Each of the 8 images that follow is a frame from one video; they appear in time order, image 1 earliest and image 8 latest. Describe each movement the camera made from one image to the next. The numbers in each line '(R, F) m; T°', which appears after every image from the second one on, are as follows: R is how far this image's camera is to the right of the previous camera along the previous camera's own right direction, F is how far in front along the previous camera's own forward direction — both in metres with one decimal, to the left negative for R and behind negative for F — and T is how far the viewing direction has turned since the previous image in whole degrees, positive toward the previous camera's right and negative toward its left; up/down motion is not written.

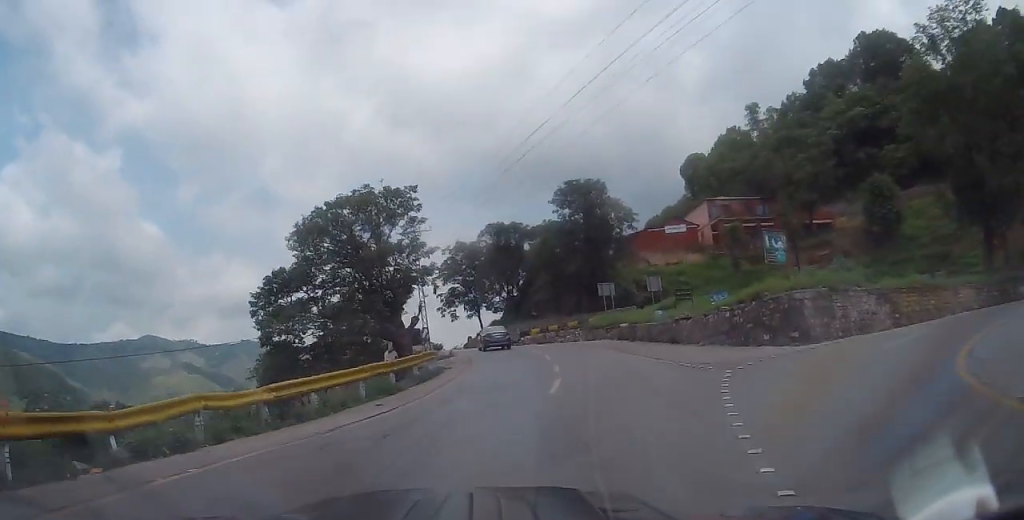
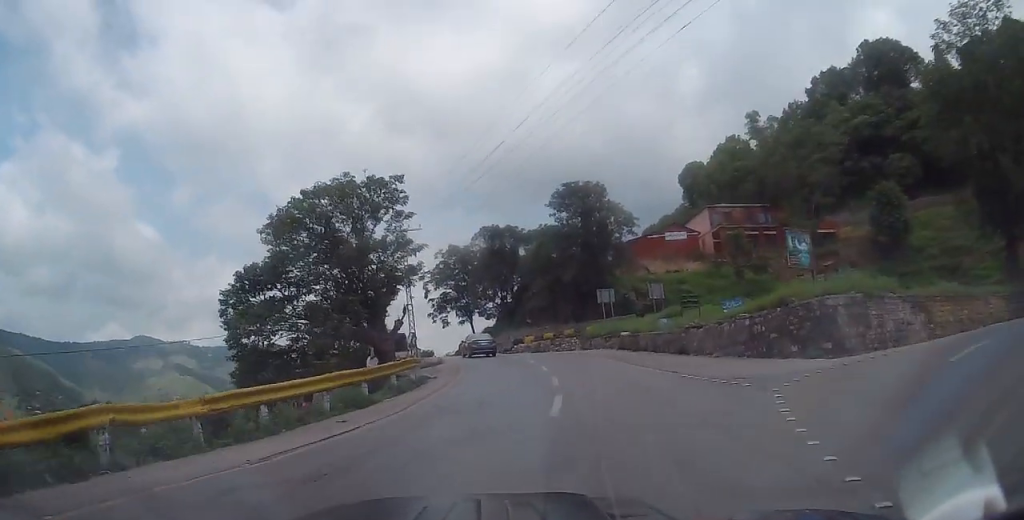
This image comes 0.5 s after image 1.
(+0.1, +2.6) m; +2°
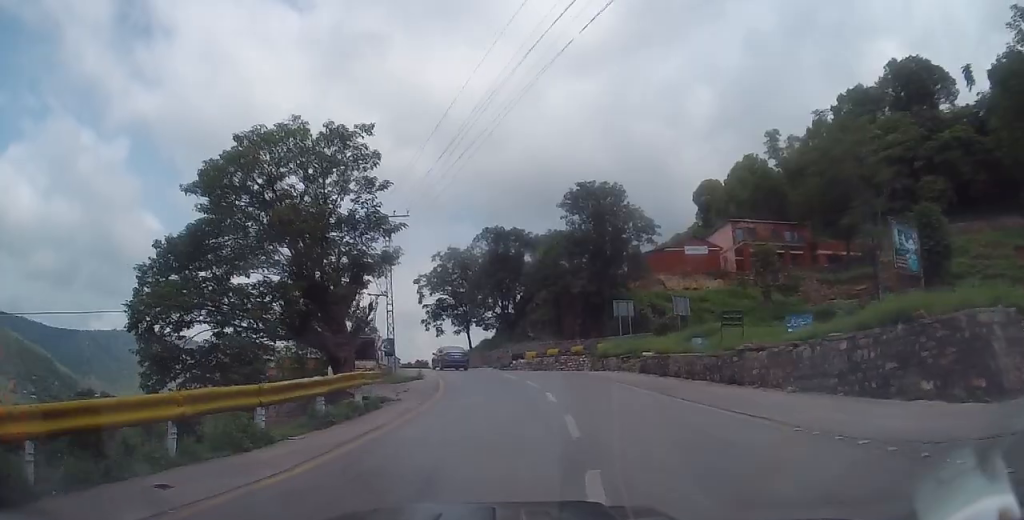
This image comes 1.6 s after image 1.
(-0.1, +6.6) m; -1°
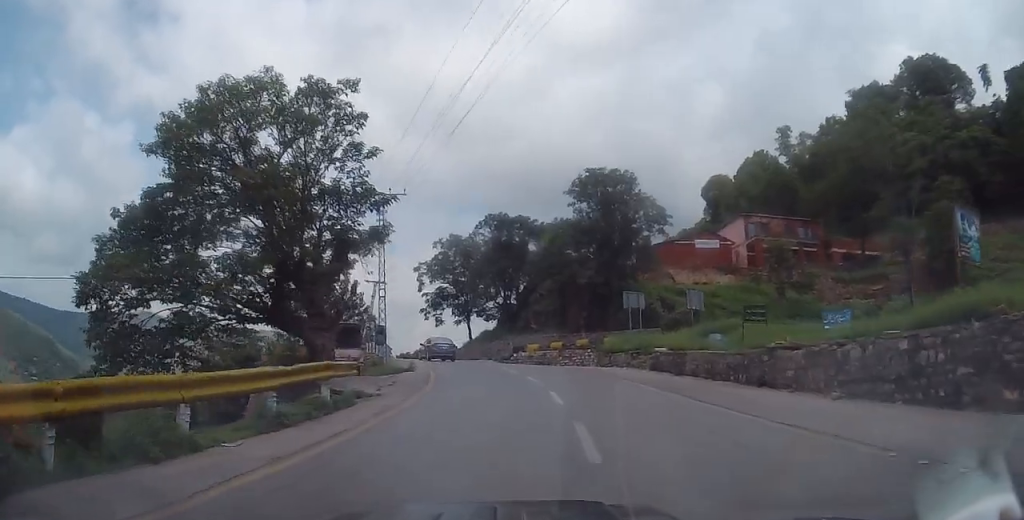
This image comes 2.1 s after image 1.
(+0.2, +2.6) m; -2°
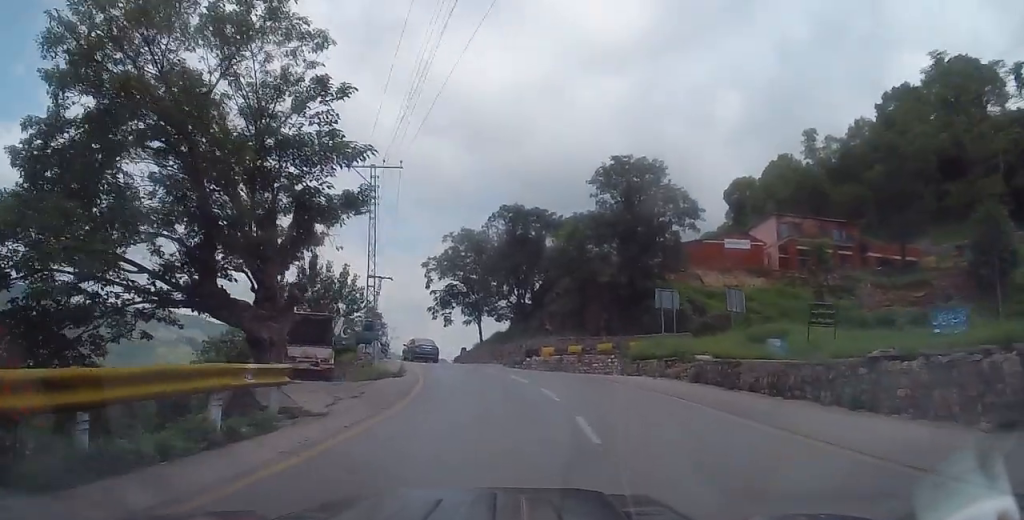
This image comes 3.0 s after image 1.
(-0.4, +5.0) m; -4°
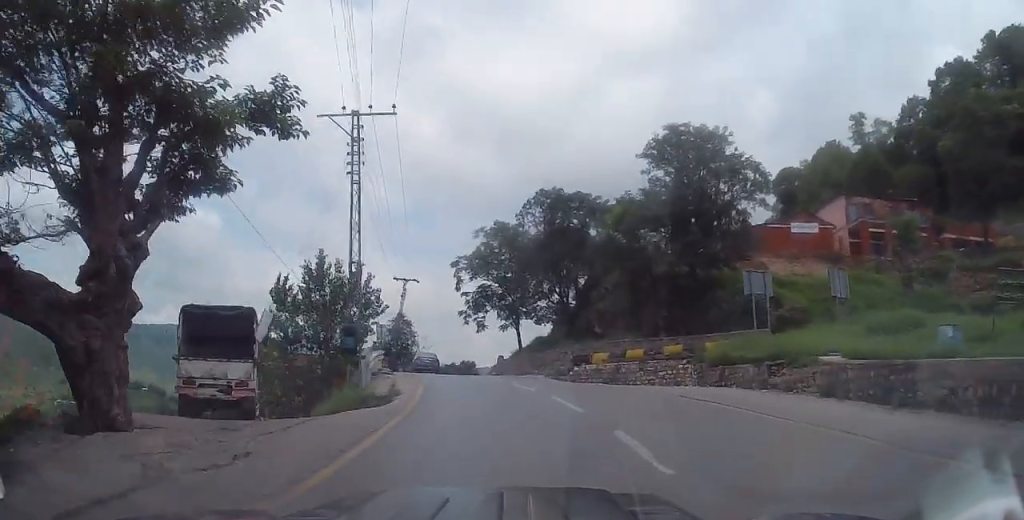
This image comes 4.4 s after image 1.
(+0.1, +7.3) m; +4°
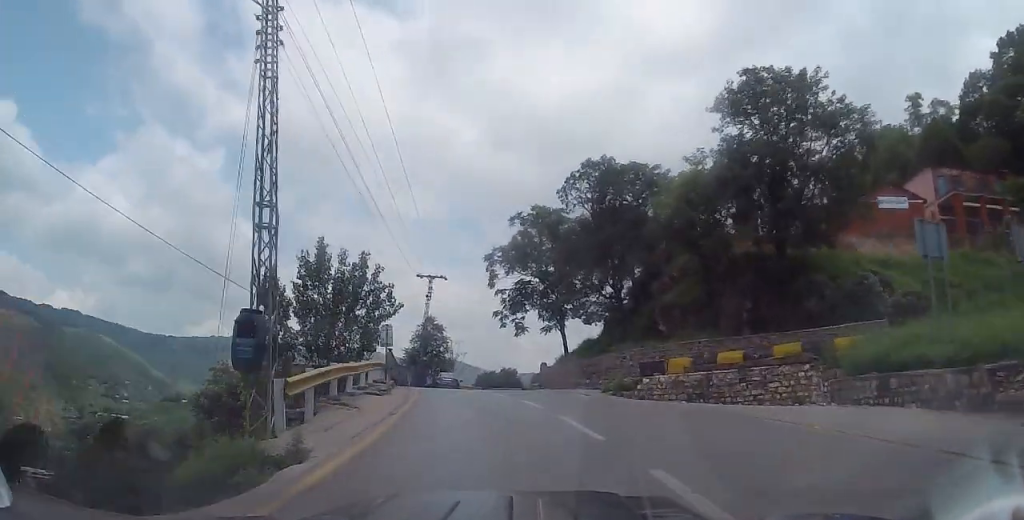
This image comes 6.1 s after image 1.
(-0.8, +8.6) m; -10°
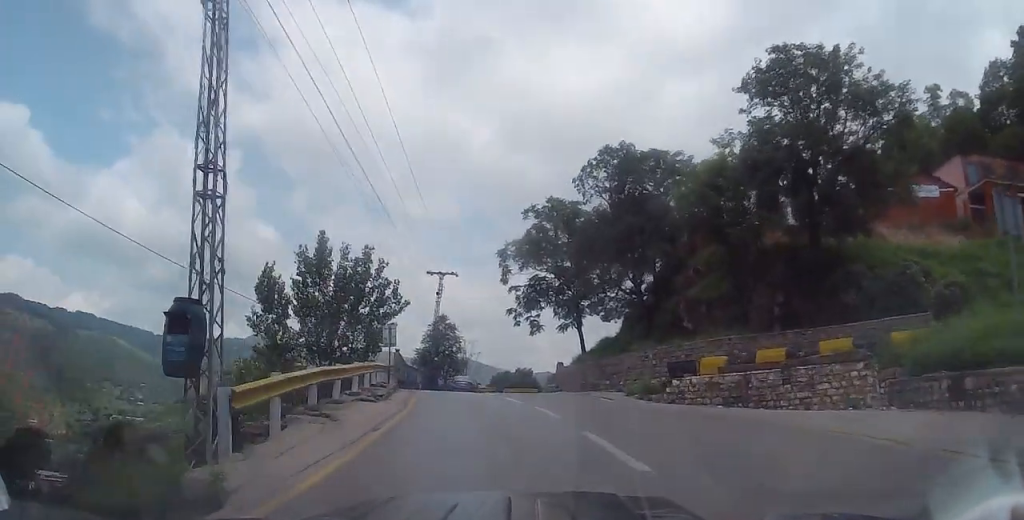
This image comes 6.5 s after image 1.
(0.0, +2.4) m; -1°
